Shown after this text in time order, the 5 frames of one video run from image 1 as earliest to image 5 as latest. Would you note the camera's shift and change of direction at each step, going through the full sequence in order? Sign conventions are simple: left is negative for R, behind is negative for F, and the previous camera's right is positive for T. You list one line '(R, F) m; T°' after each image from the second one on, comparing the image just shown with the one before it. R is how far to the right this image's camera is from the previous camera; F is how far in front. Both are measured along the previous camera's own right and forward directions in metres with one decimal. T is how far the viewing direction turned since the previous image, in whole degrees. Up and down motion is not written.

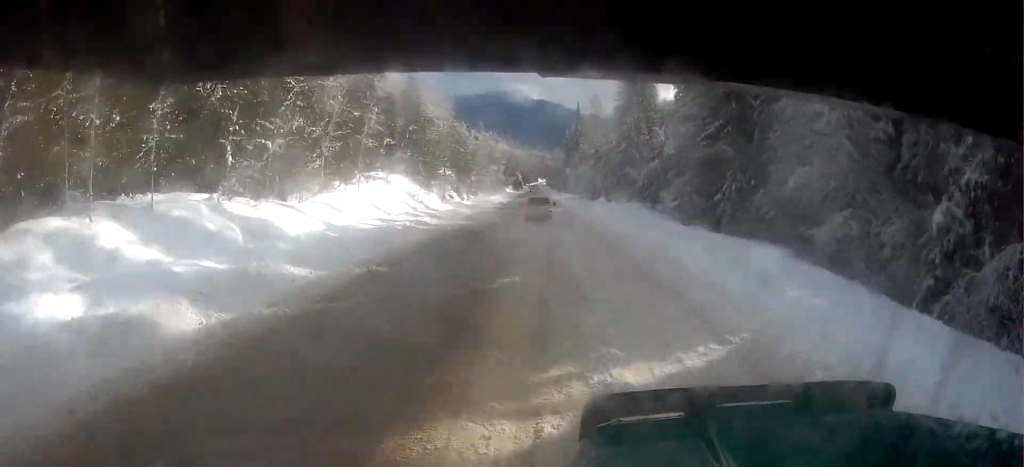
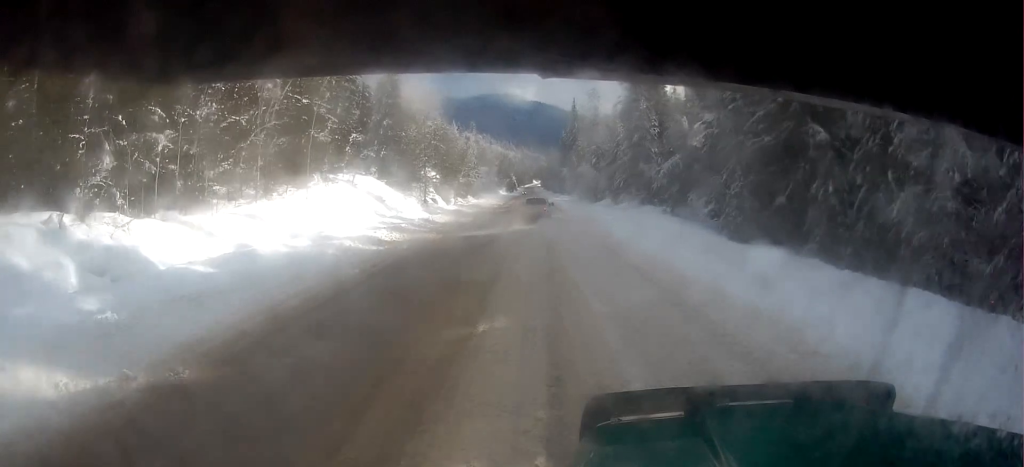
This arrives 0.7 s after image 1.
(0.0, +12.1) m; 0°
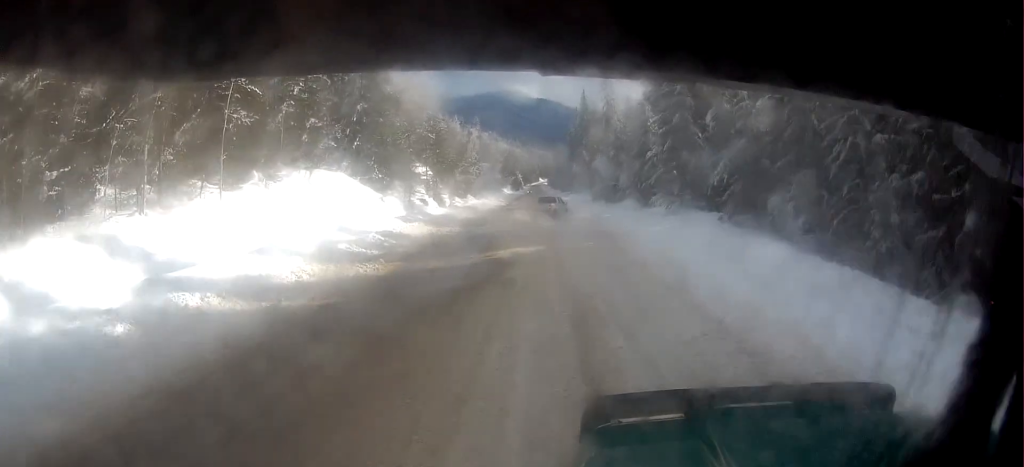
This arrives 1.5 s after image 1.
(+0.1, +14.4) m; 0°
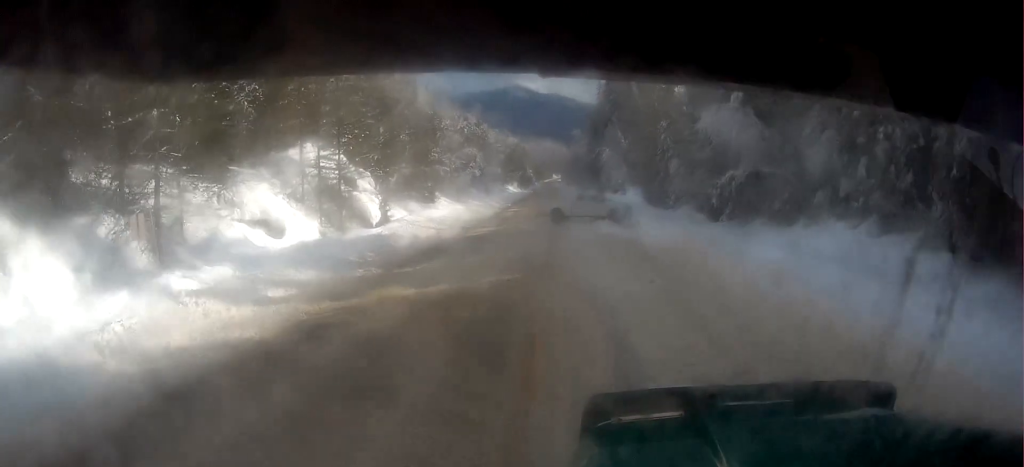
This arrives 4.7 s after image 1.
(+0.8, +49.0) m; +2°
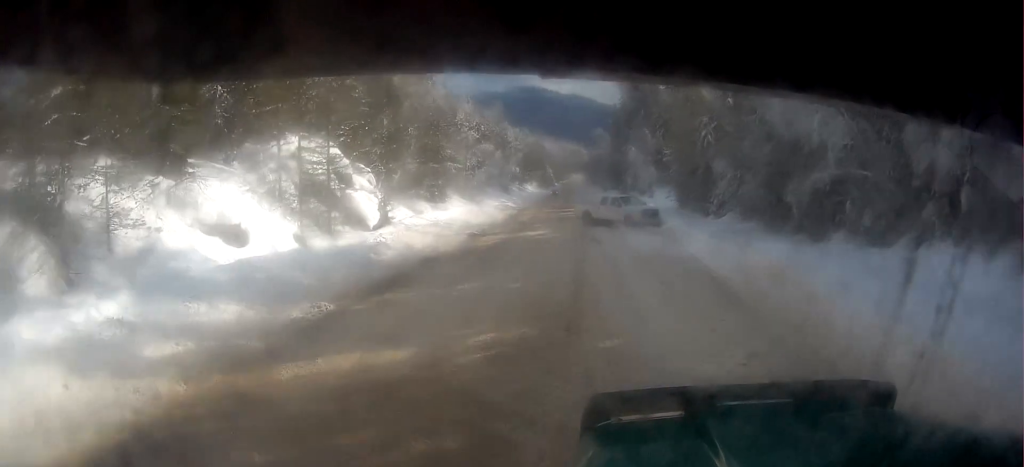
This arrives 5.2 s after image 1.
(0.0, +6.8) m; 0°
